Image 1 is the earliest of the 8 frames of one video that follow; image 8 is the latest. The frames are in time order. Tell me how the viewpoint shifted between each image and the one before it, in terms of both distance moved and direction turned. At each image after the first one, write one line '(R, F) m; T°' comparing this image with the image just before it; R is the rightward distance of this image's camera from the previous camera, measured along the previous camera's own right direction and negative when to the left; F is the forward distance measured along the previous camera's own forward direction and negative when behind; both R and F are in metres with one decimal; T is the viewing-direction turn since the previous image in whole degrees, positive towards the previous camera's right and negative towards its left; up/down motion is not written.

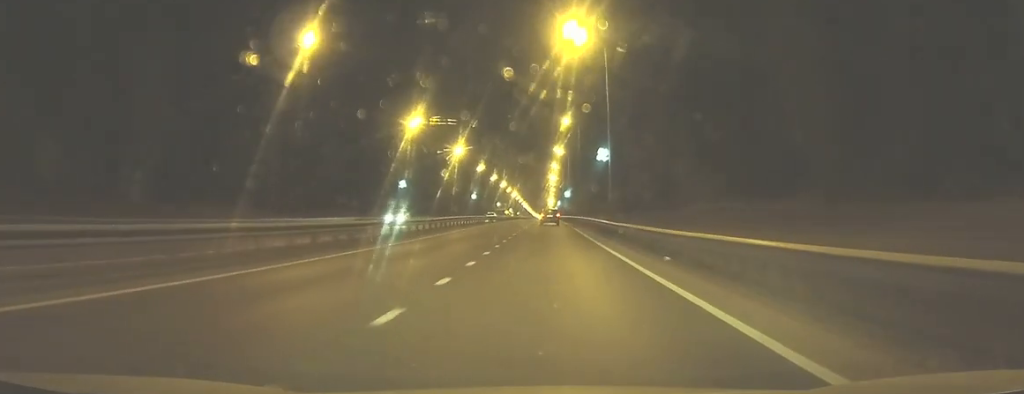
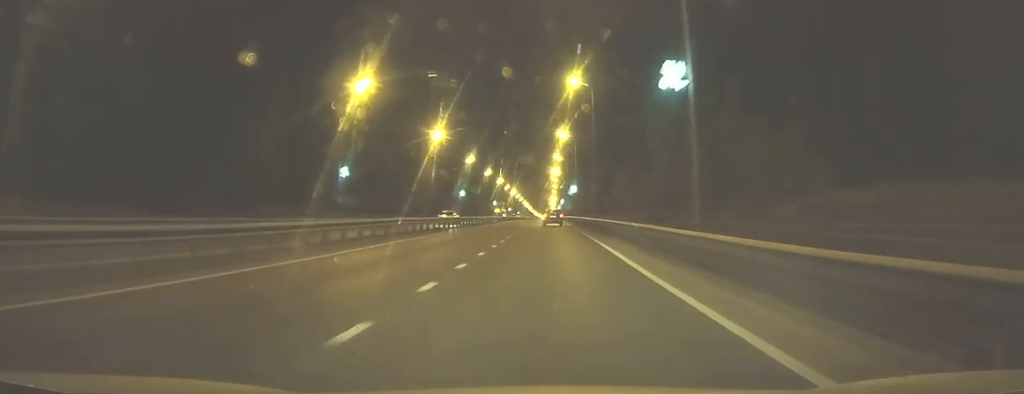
(0.0, +25.1) m; 0°
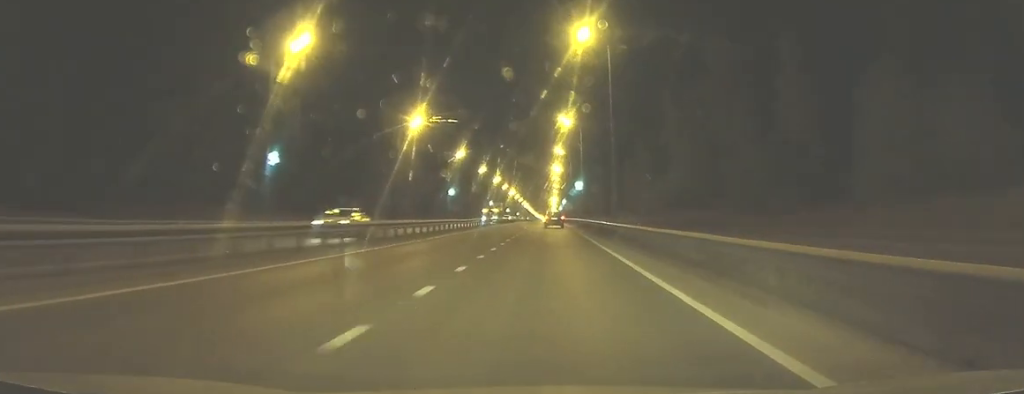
(-0.1, +16.2) m; -1°
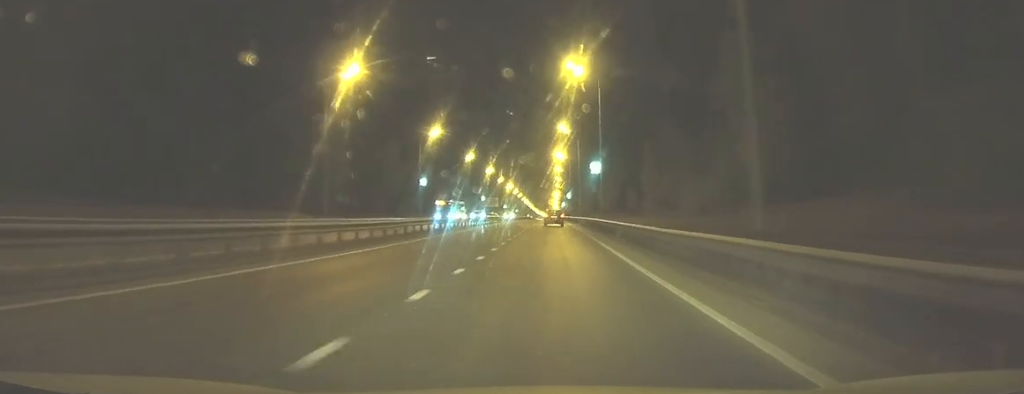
(-0.3, +28.7) m; -1°
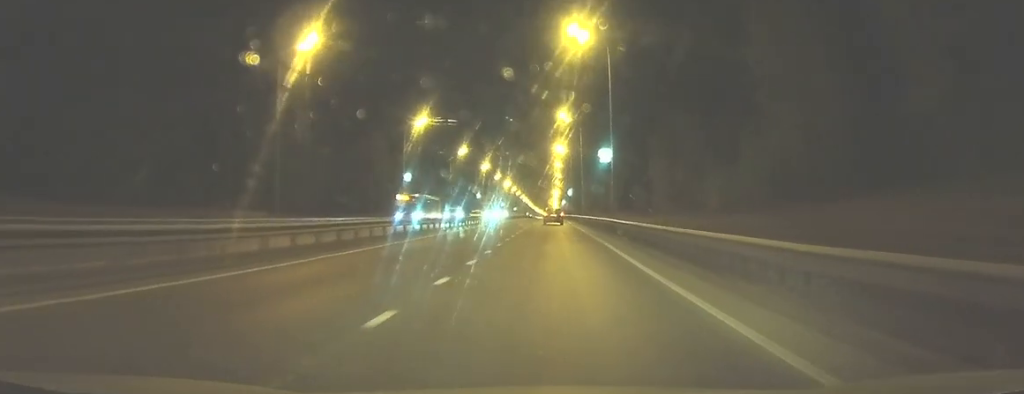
(0.0, +10.2) m; 0°
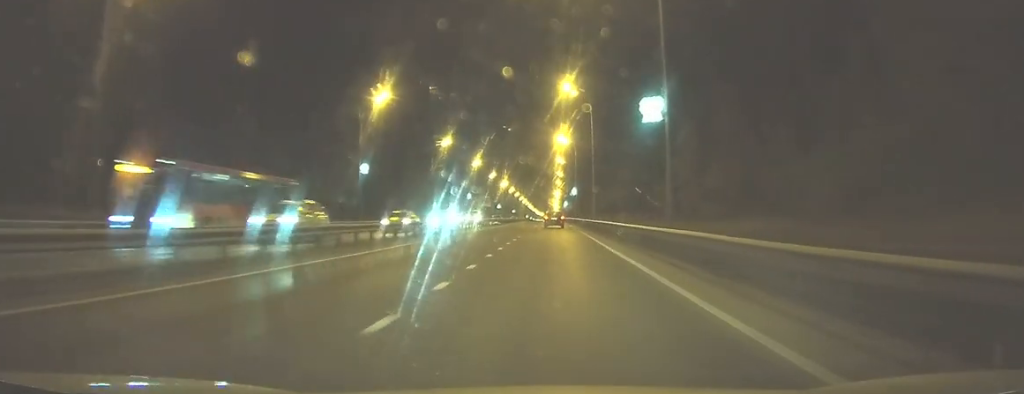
(+0.1, +20.5) m; +1°
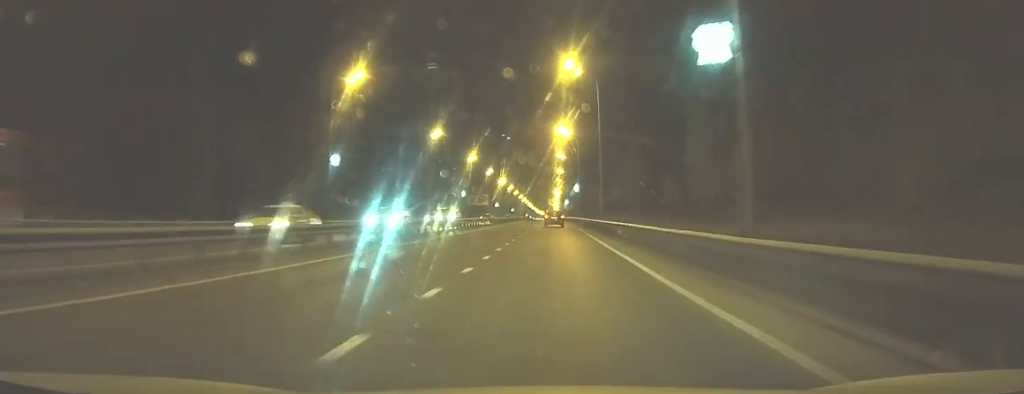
(0.0, +9.1) m; 0°
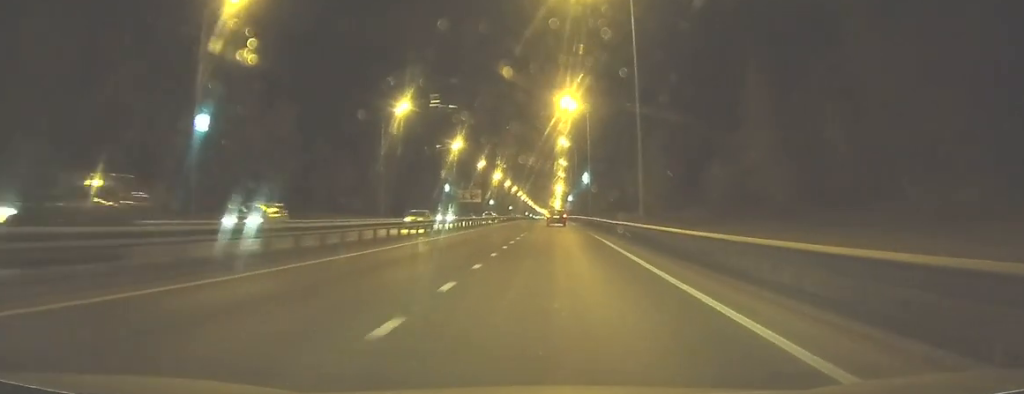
(+0.2, +22.9) m; 0°
